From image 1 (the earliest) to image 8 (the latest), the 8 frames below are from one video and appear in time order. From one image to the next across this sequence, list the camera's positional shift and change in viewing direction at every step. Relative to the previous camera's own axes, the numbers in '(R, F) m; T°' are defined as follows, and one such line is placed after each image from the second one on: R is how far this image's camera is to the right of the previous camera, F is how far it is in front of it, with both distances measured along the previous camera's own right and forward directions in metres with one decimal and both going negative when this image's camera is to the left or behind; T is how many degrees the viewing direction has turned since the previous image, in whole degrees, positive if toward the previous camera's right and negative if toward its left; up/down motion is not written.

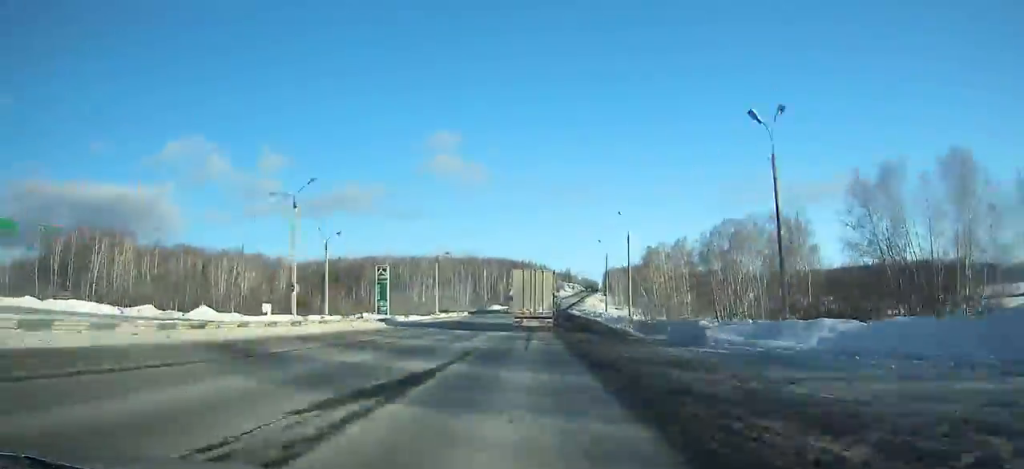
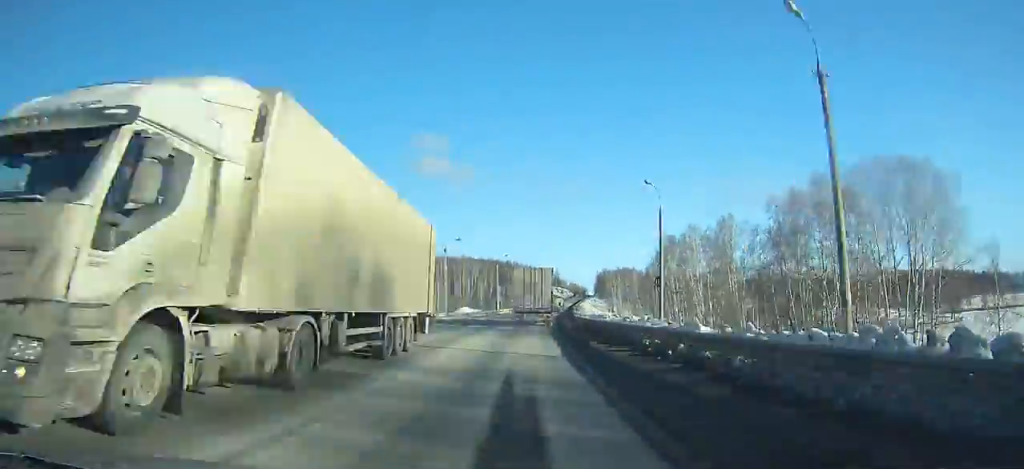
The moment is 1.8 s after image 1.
(+0.4, +36.9) m; +1°
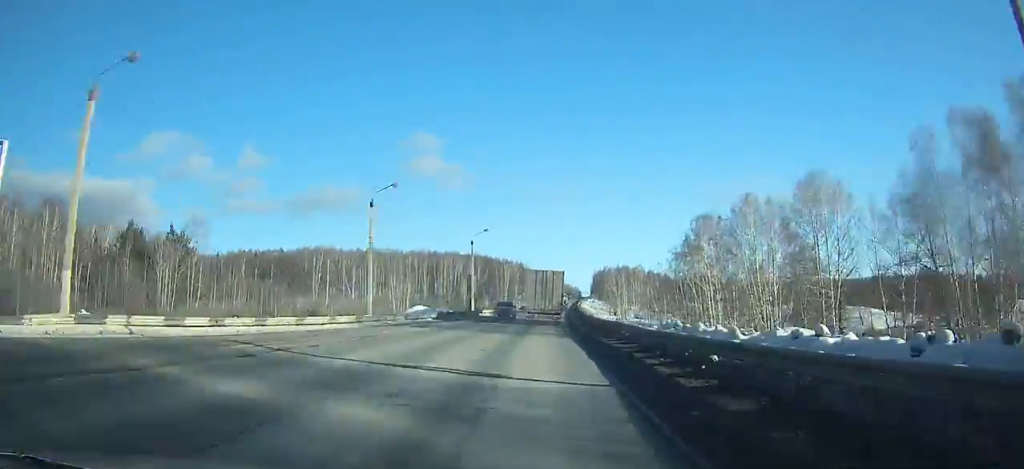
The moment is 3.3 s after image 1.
(-0.1, +31.1) m; +2°
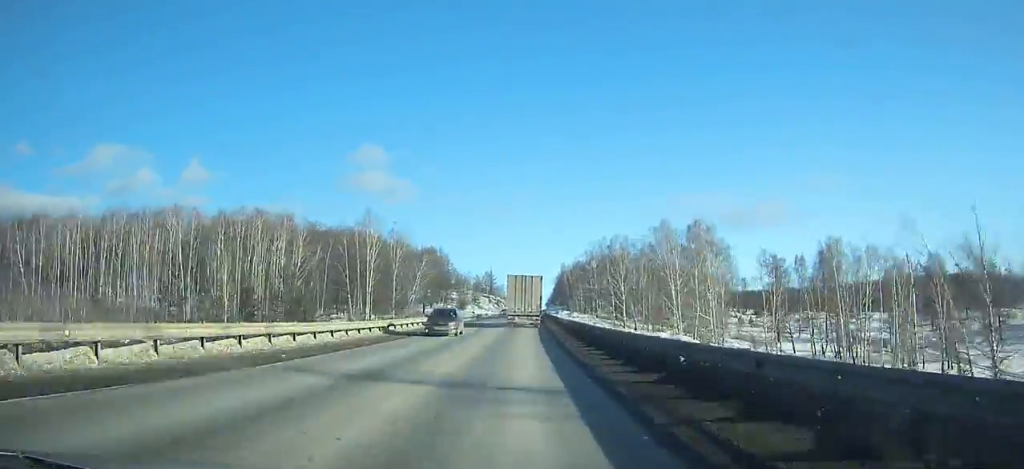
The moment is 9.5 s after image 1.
(+8.3, +130.9) m; +6°
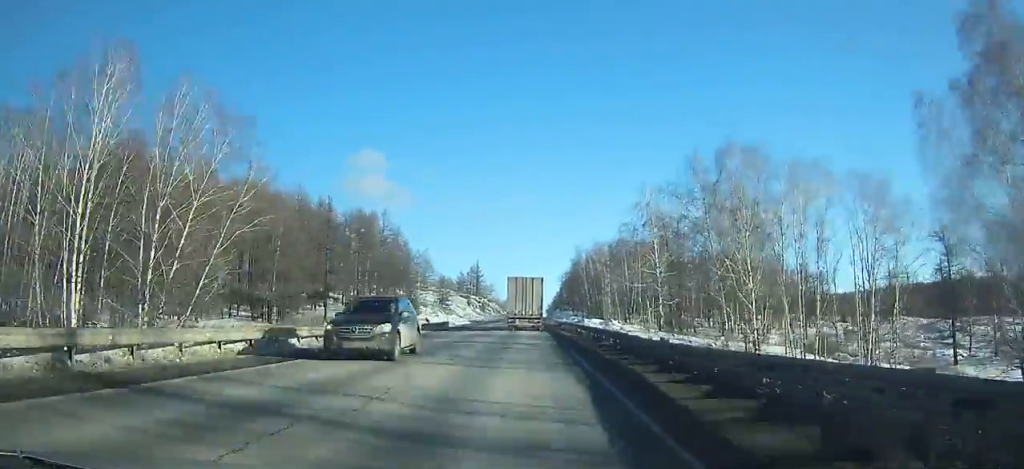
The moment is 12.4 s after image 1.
(+0.5, +61.9) m; 0°
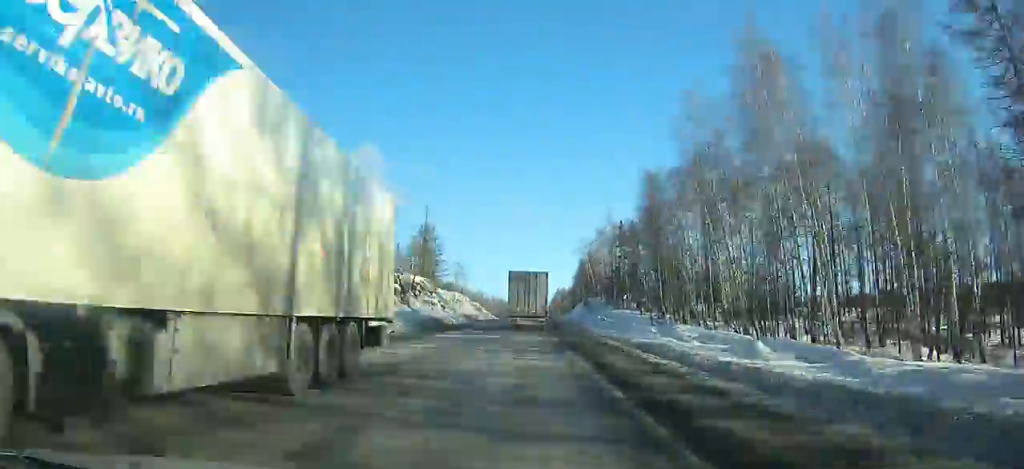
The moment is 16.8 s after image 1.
(-0.2, +92.6) m; 0°
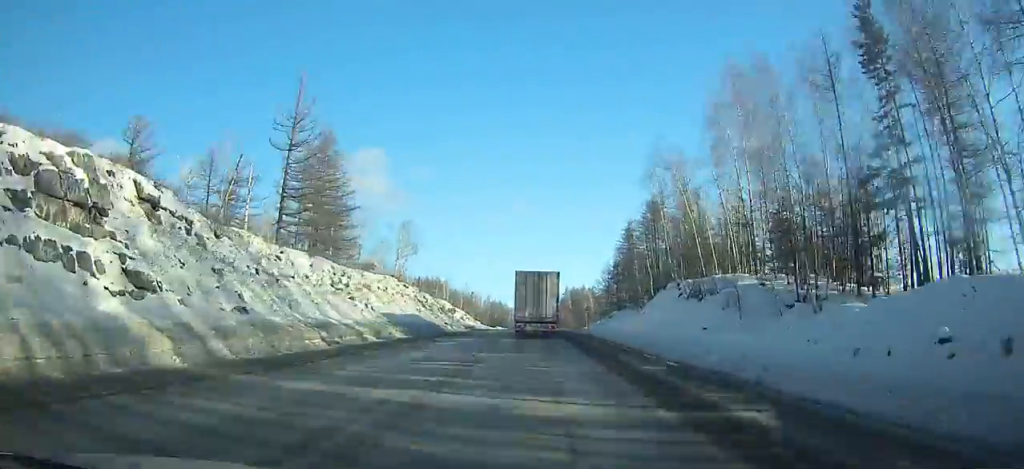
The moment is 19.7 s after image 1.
(0.0, +59.6) m; 0°
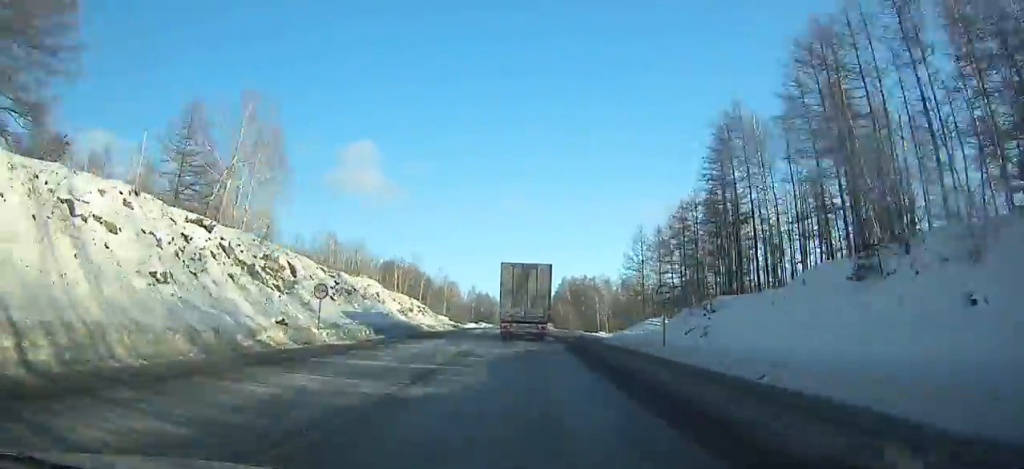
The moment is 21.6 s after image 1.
(+0.2, +38.3) m; 0°
